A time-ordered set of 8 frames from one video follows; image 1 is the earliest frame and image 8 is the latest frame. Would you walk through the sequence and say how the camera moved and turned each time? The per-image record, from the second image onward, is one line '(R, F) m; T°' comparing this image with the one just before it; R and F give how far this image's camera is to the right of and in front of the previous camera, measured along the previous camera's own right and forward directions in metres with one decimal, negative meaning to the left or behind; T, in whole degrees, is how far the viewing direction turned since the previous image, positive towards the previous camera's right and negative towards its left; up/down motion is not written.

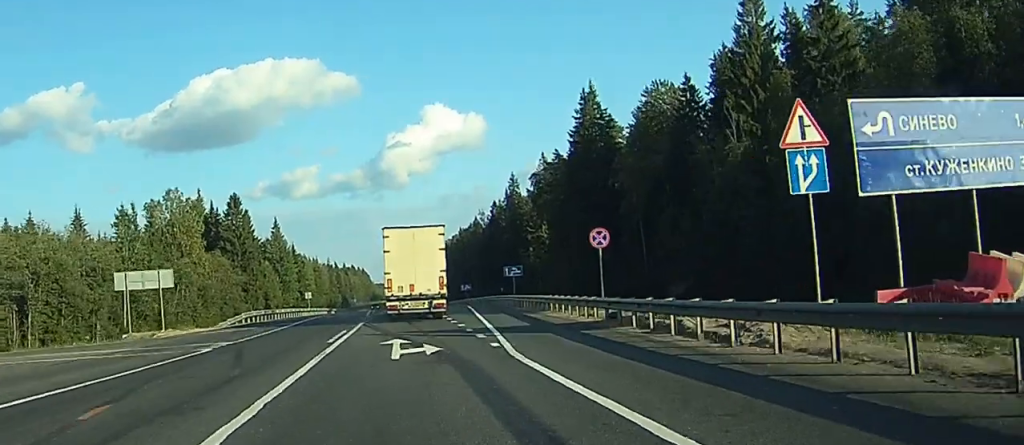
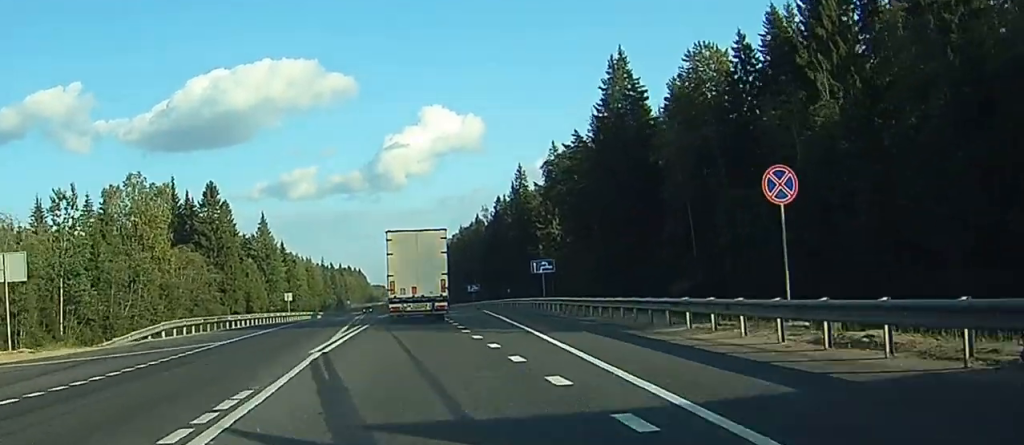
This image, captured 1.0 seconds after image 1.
(0.0, +20.0) m; +1°
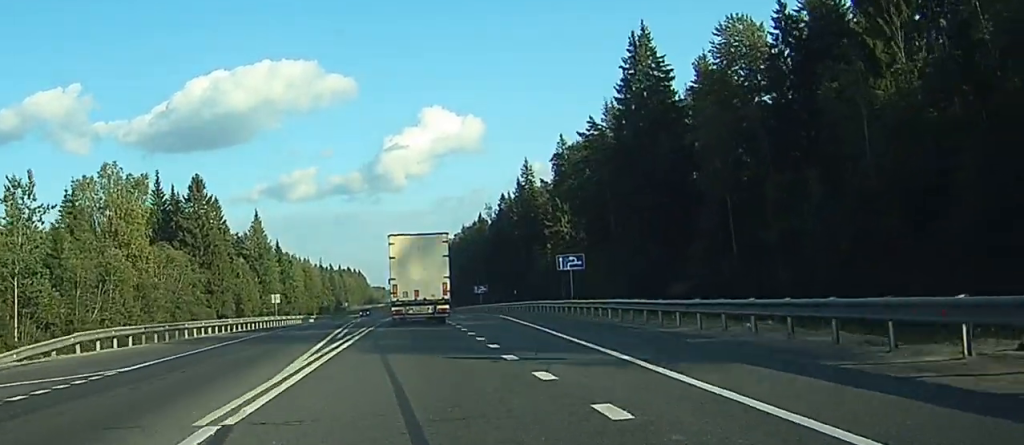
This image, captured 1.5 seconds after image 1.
(+0.2, +11.0) m; -1°
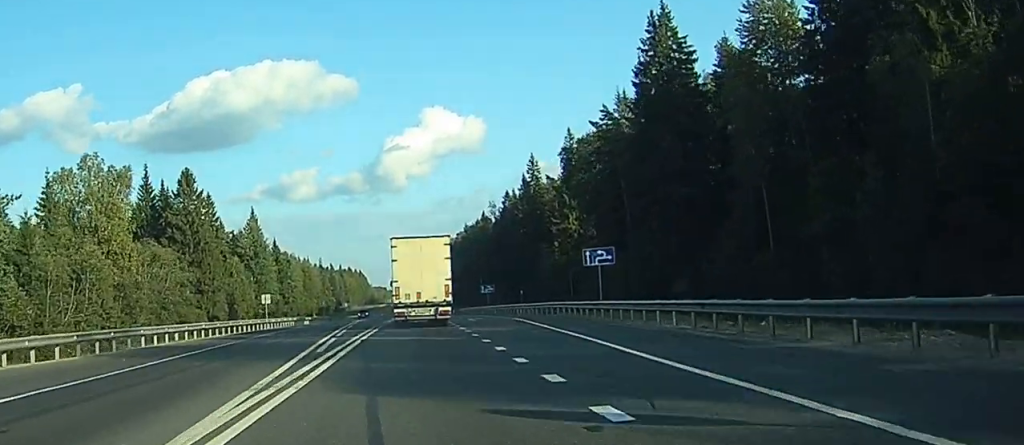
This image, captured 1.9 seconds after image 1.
(+0.2, +8.3) m; 0°
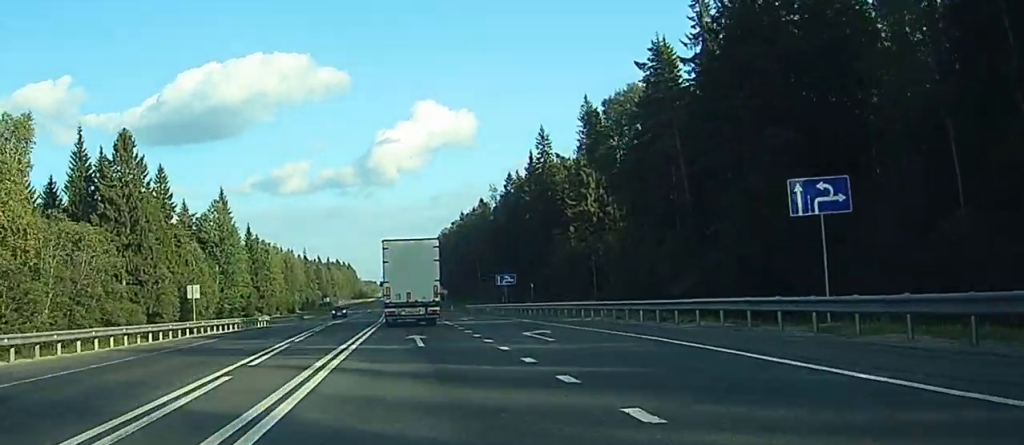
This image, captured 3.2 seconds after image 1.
(-0.8, +27.6) m; -1°
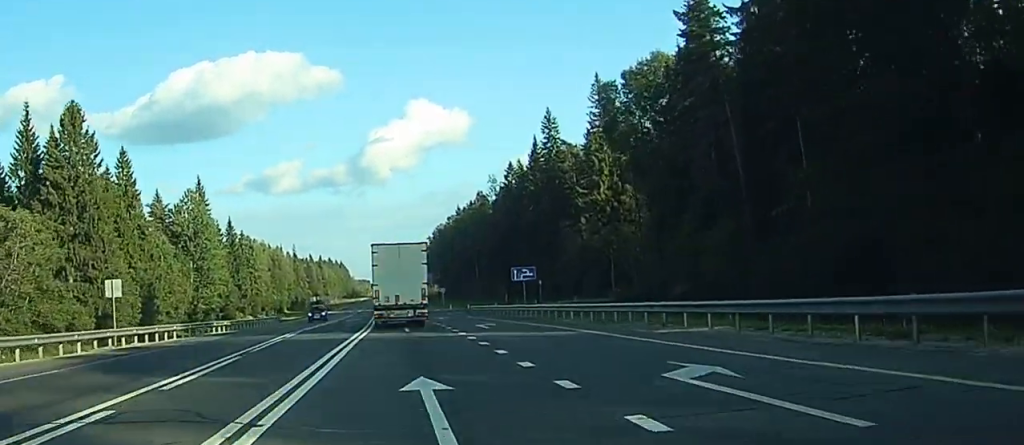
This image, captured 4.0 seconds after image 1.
(+0.2, +15.9) m; +1°
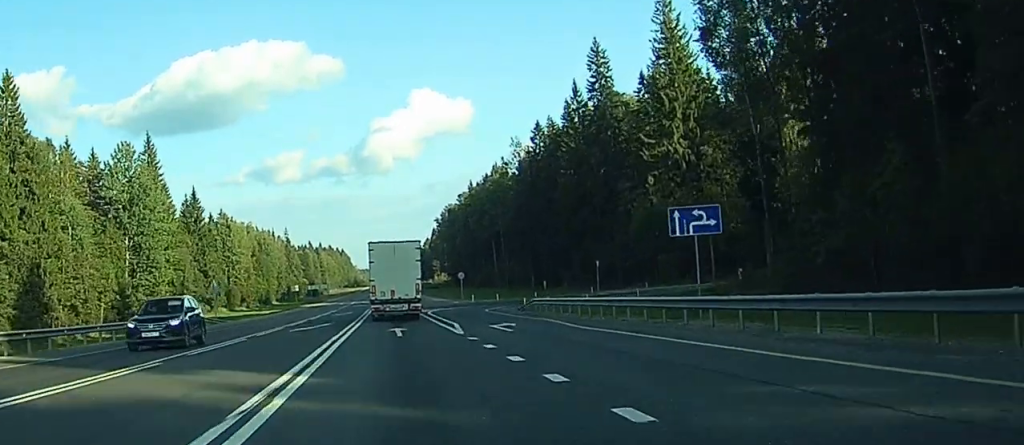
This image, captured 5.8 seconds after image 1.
(+0.2, +38.6) m; +1°
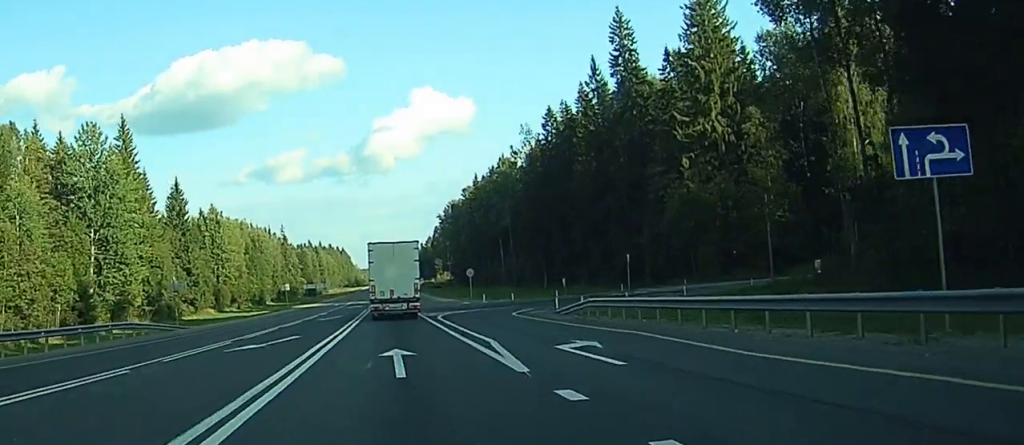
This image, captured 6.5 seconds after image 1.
(+0.2, +13.6) m; 0°
